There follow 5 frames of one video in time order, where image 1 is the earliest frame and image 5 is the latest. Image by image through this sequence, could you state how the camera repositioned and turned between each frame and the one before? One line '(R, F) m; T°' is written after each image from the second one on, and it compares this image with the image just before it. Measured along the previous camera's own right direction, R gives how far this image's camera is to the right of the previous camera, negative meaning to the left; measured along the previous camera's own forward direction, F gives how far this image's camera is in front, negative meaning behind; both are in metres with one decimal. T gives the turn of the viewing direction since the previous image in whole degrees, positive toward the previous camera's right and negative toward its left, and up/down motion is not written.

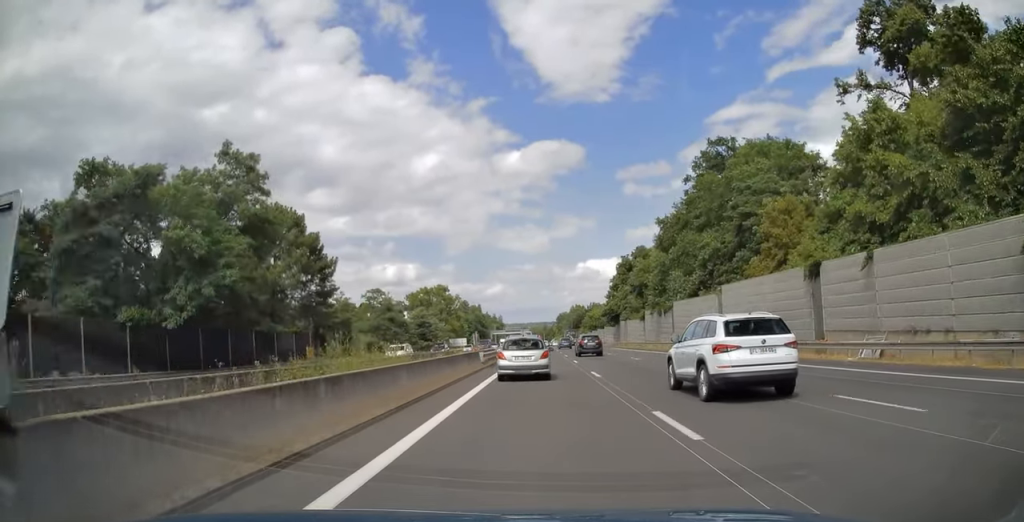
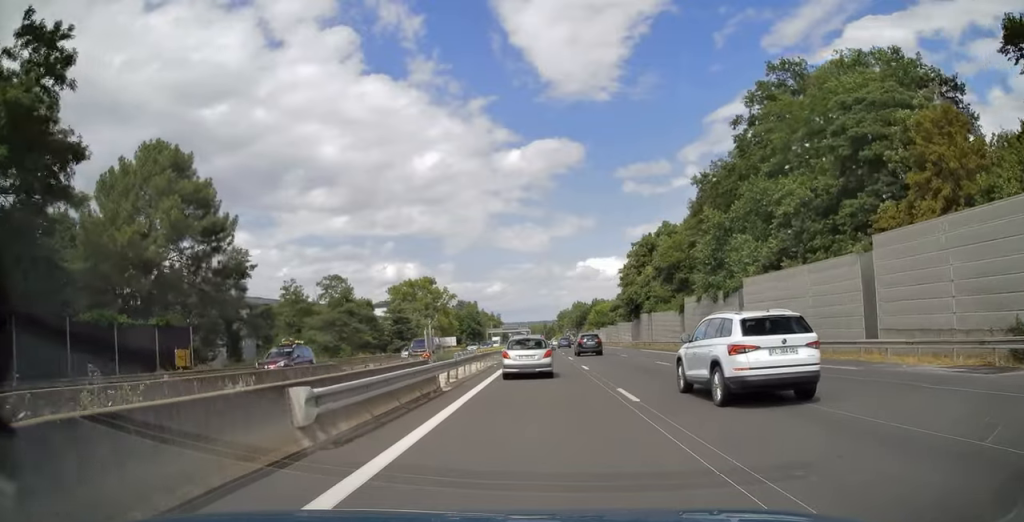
(-0.1, +21.2) m; 0°
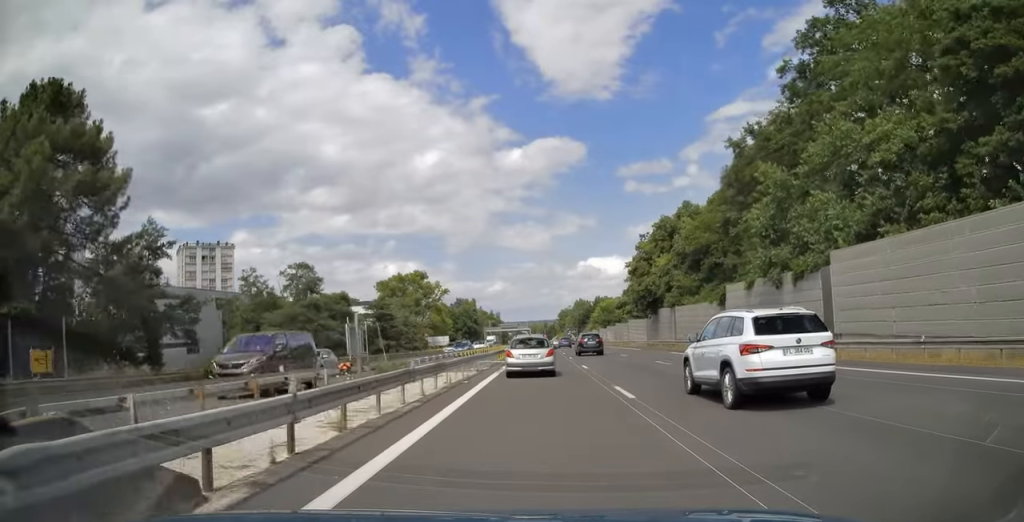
(0.0, +12.3) m; 0°
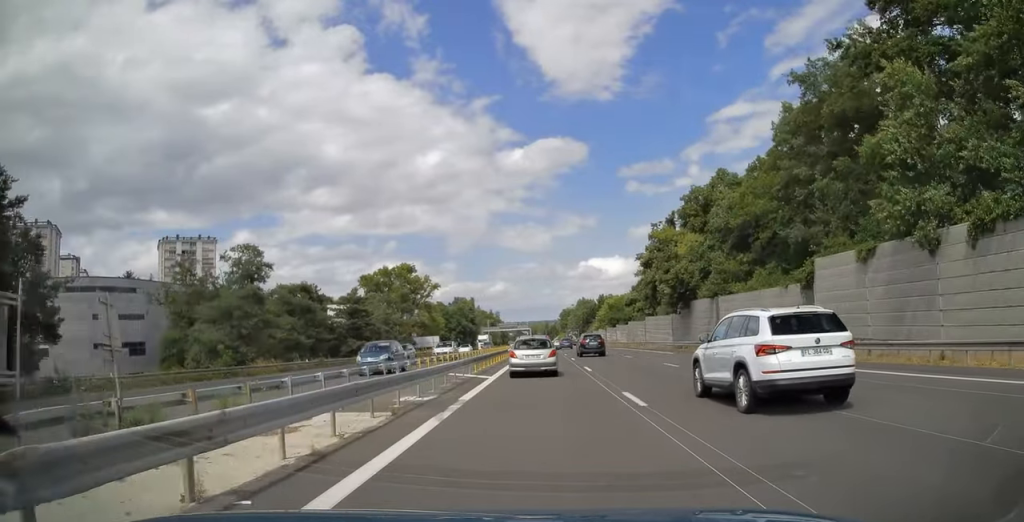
(0.0, +14.3) m; 0°
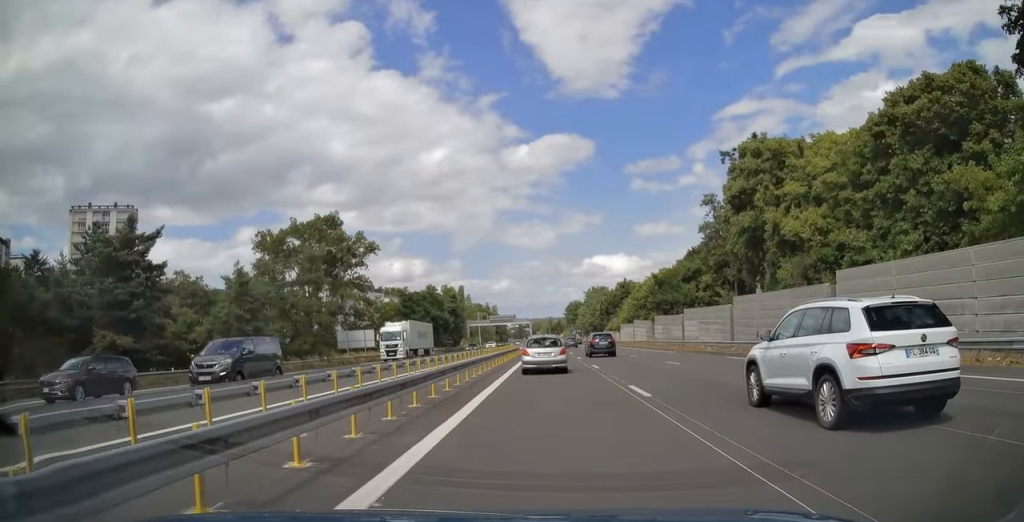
(-0.3, +50.2) m; 0°
